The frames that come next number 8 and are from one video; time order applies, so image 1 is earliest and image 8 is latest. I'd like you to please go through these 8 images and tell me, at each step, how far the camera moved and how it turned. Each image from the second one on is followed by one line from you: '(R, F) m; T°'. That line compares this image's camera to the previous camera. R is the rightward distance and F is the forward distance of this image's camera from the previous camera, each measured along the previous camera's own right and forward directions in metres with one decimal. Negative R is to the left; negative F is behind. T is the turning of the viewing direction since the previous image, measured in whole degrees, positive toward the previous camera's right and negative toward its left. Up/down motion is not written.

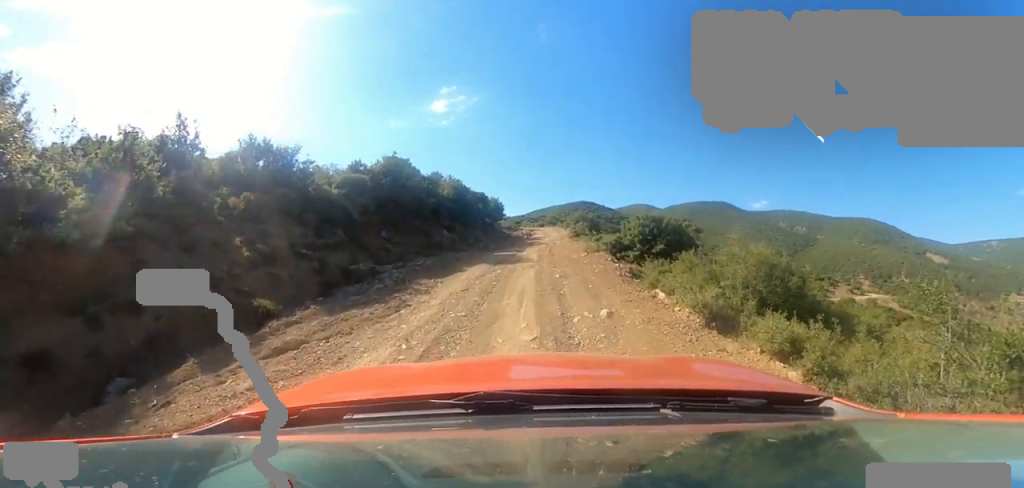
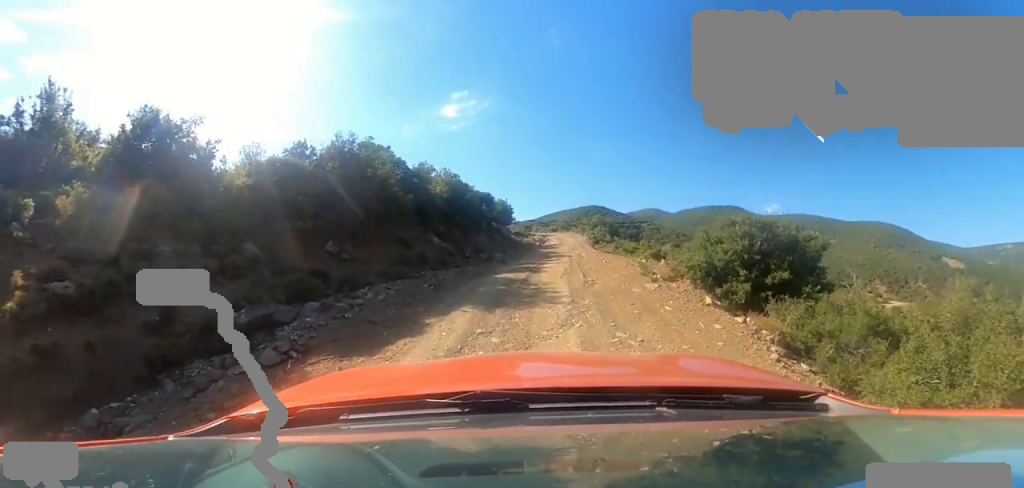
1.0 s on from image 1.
(+0.1, +5.3) m; +7°
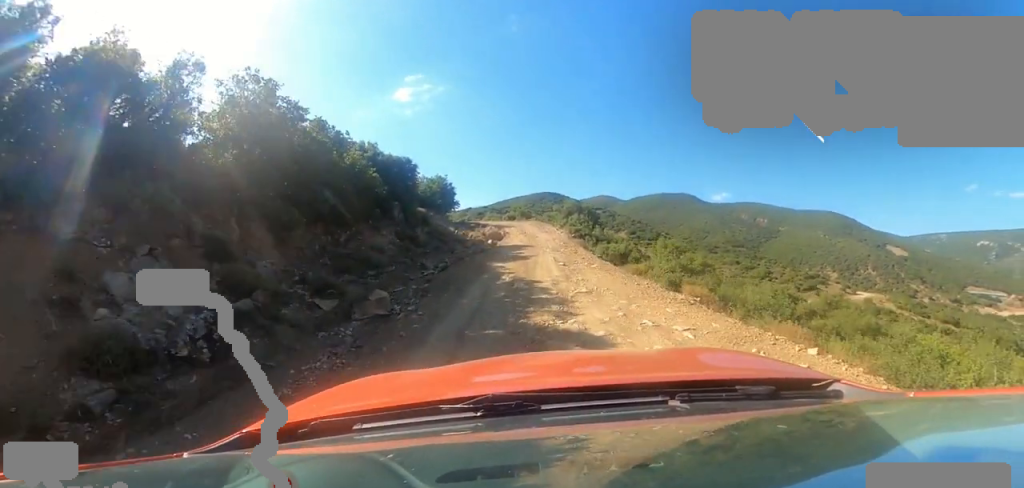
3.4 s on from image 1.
(+0.5, +12.7) m; +8°
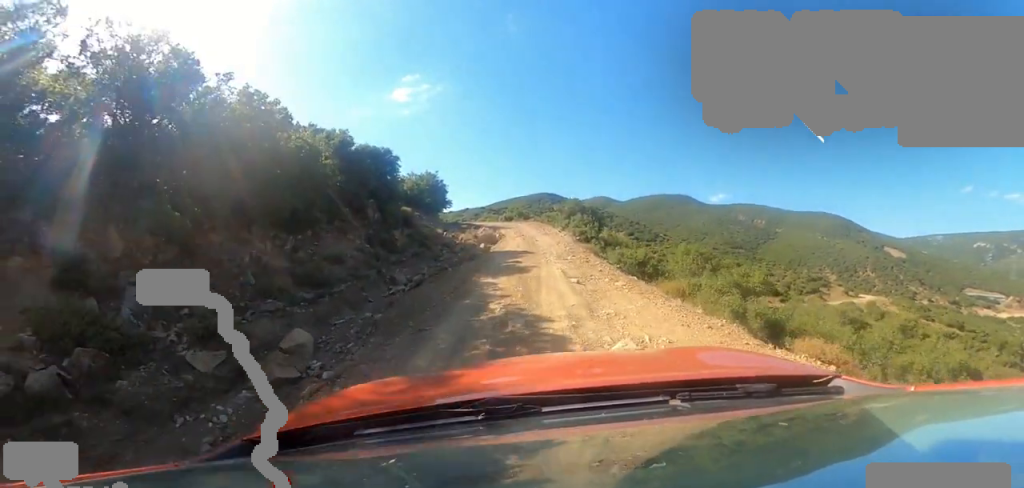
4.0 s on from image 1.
(+0.1, +2.9) m; +6°
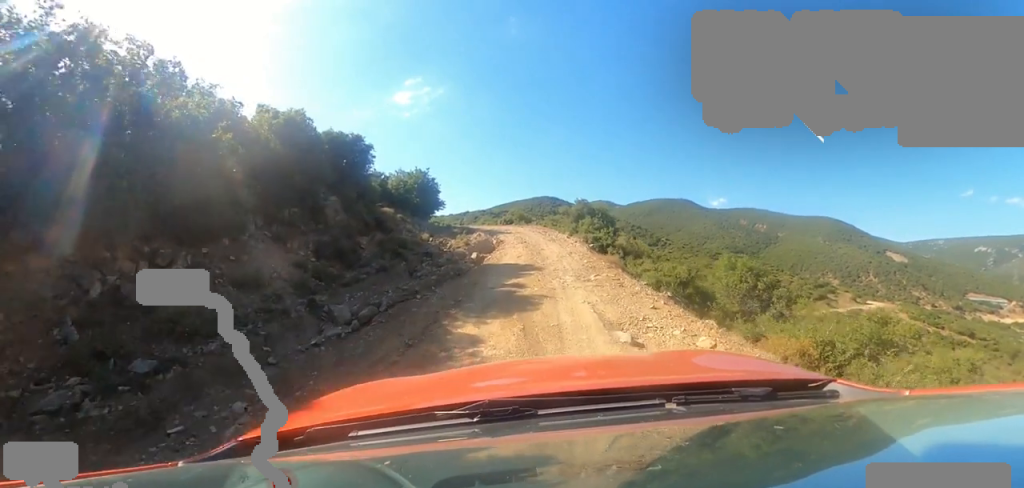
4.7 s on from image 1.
(+0.4, +3.5) m; 0°
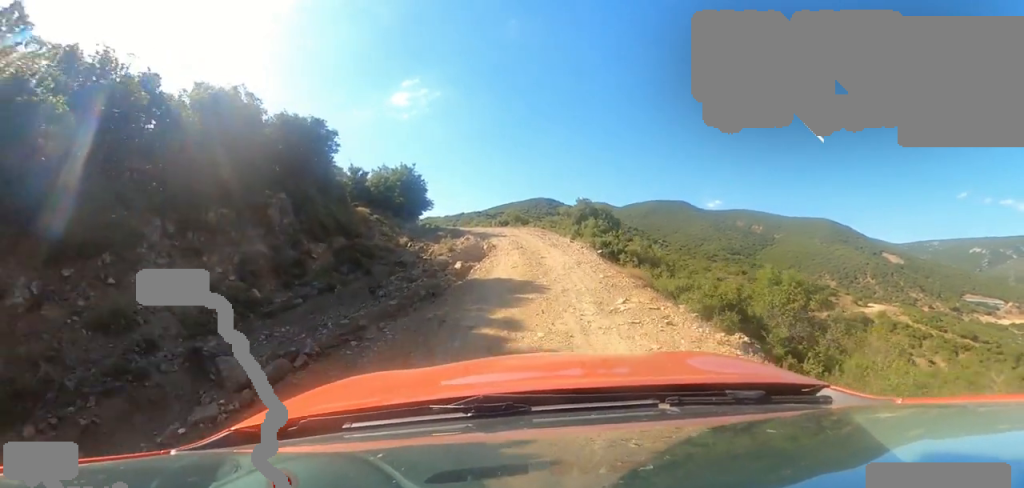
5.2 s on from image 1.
(-0.1, +2.7) m; -5°
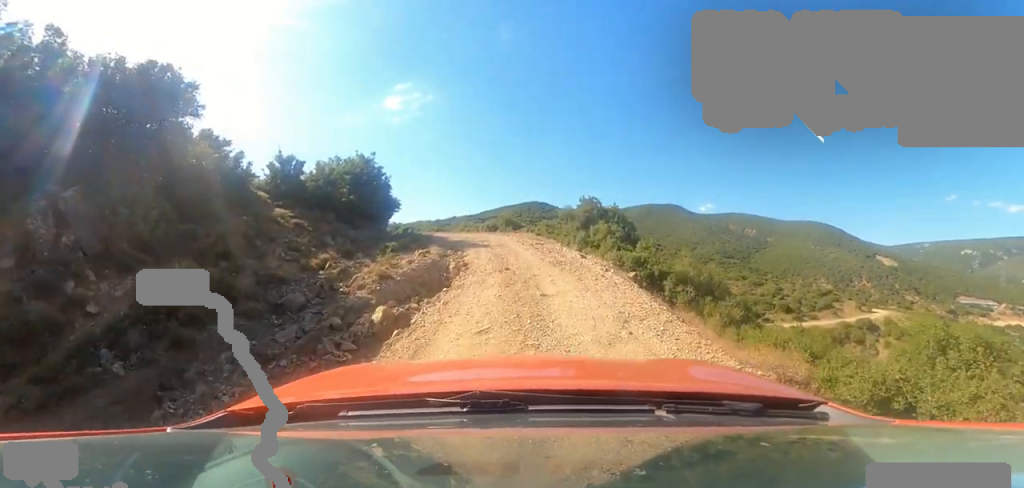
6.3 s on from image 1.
(-0.6, +5.3) m; -8°
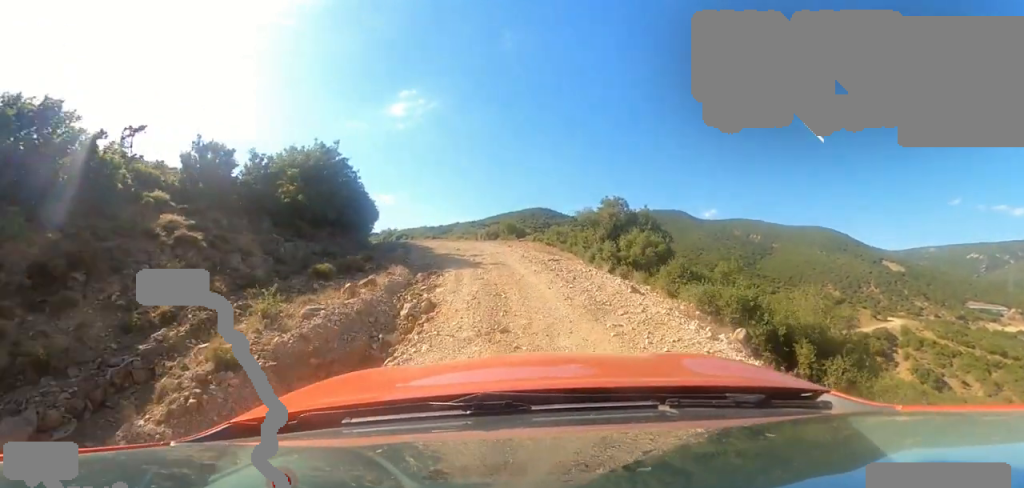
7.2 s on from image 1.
(-0.1, +4.3) m; +3°
